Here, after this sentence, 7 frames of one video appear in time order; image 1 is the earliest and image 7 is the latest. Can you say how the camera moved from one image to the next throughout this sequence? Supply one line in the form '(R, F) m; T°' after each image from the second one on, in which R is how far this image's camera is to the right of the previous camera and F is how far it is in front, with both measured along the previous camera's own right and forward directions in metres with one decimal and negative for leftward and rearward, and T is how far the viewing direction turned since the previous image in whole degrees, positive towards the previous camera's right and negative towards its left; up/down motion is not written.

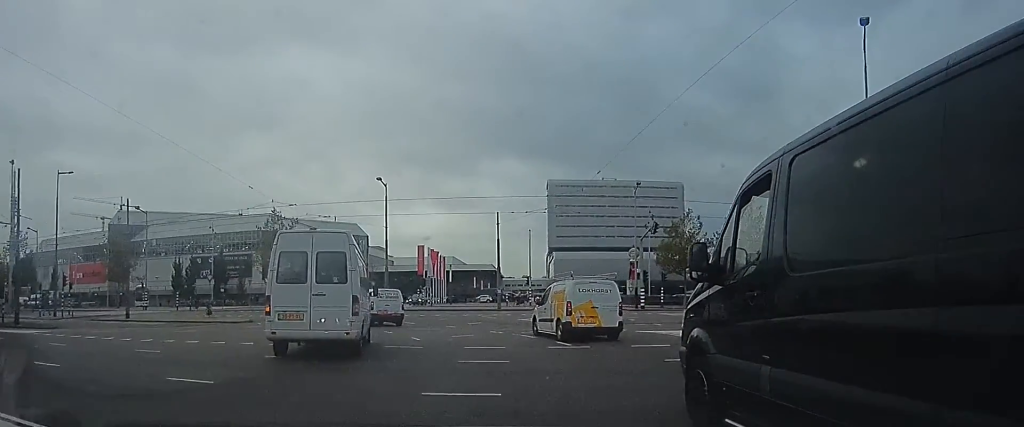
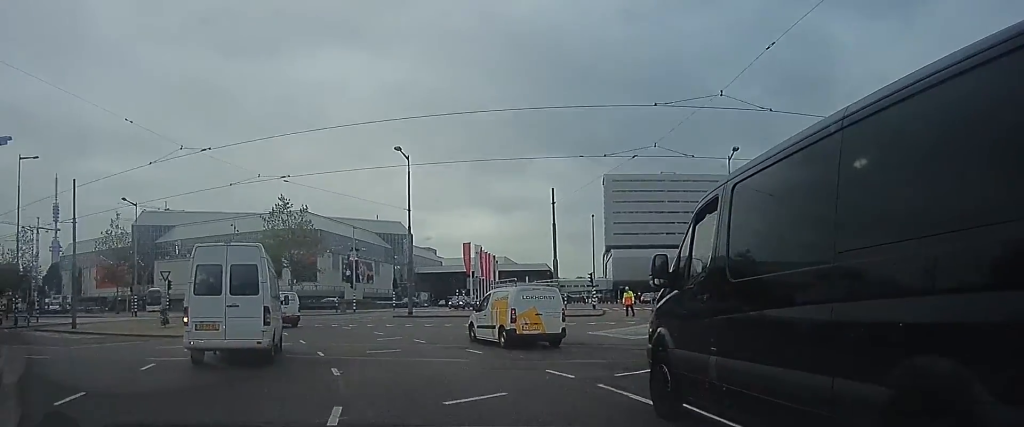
(0.0, +10.6) m; 0°
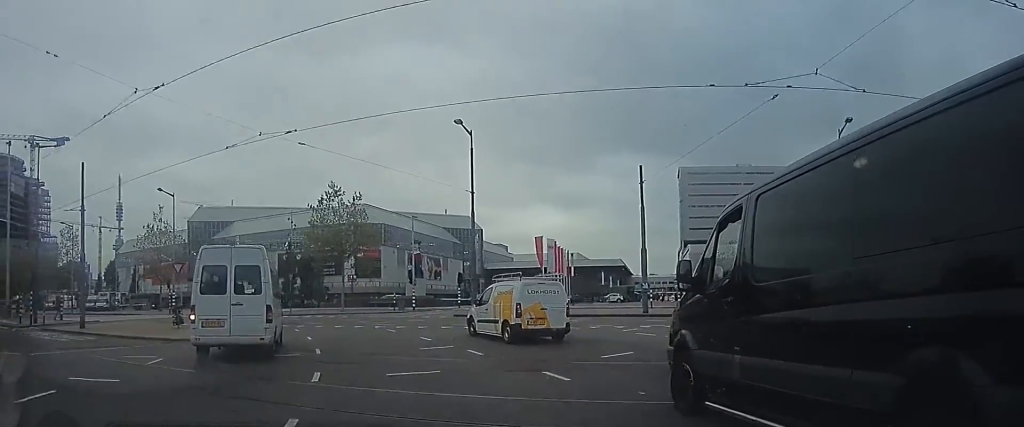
(0.0, +5.3) m; -6°
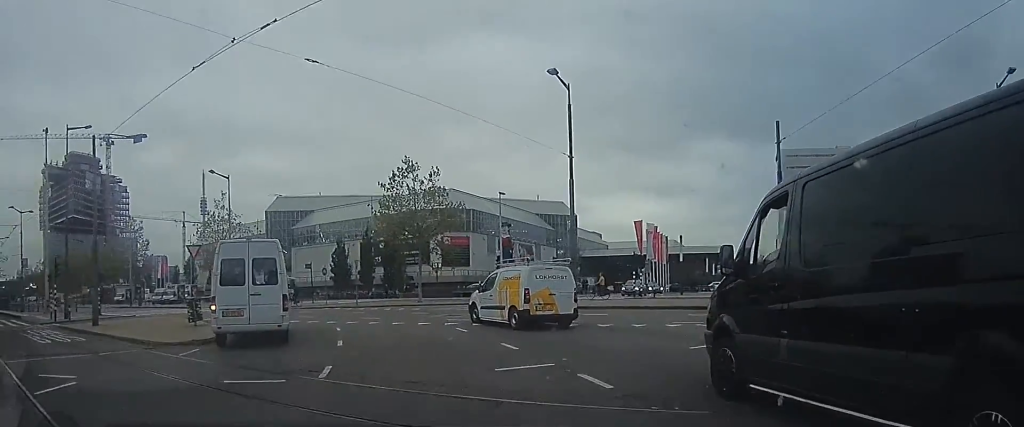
(-0.2, +5.7) m; -8°
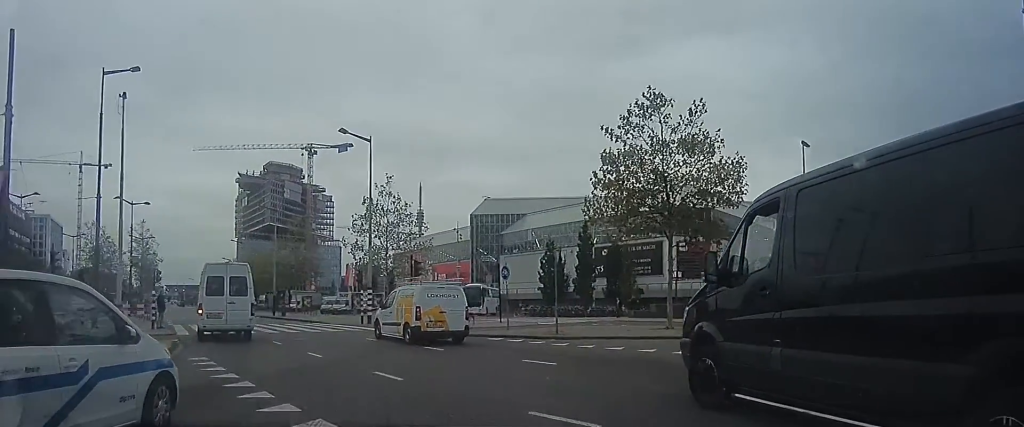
(-3.2, +15.7) m; -26°
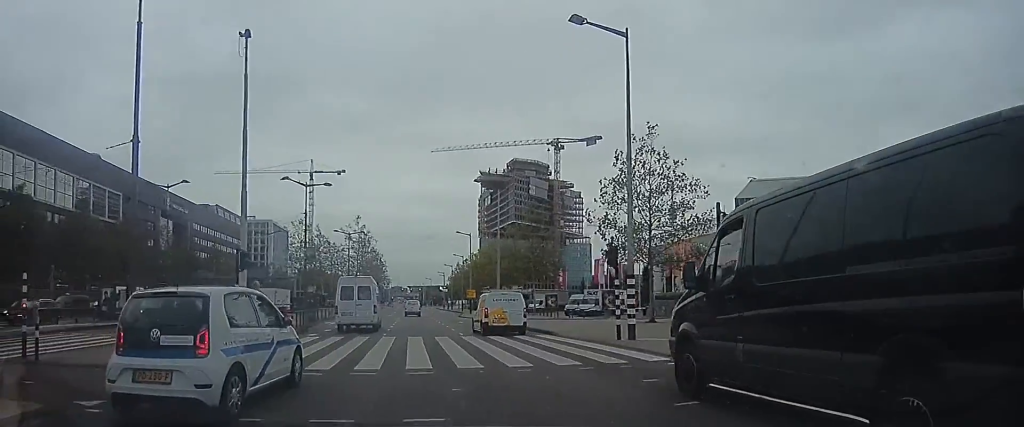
(-2.9, +12.2) m; -25°
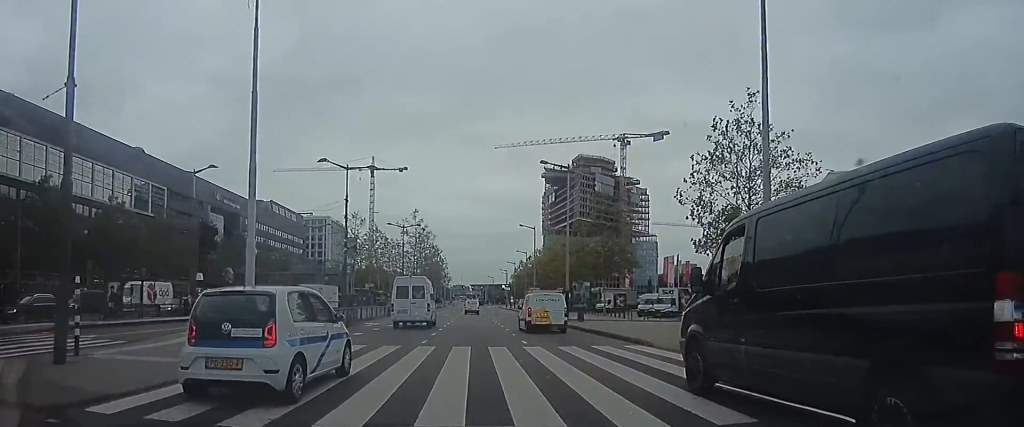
(-0.5, +4.6) m; -7°
